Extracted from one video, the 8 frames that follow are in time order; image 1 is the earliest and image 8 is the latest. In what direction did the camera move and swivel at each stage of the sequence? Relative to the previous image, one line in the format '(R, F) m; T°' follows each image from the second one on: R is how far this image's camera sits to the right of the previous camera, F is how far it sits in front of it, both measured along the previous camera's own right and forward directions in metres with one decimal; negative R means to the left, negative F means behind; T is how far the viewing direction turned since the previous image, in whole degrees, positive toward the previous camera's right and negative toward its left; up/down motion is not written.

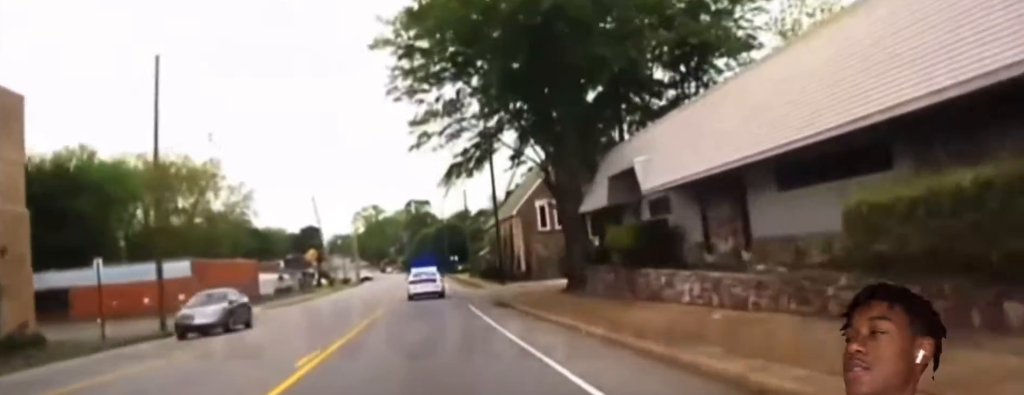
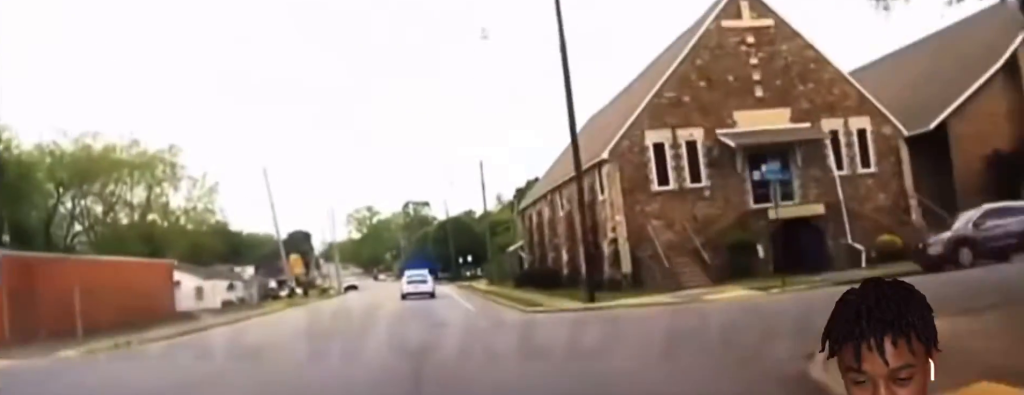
(+0.1, +24.7) m; 0°
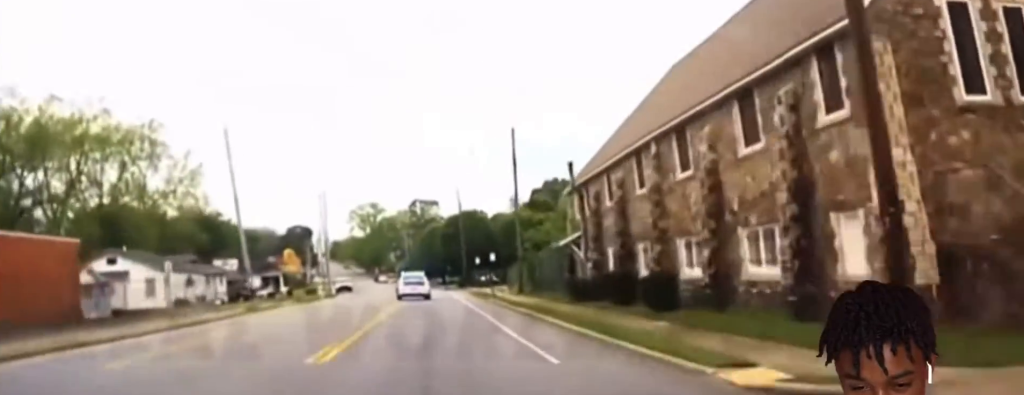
(0.0, +15.8) m; 0°
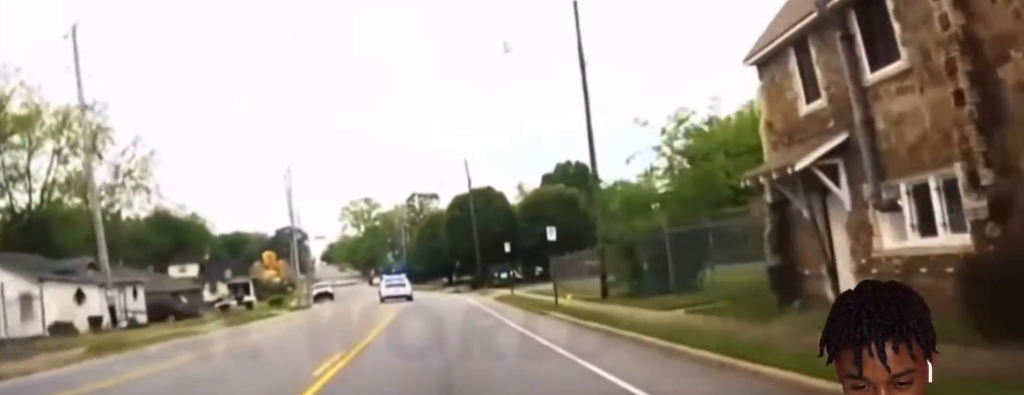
(0.0, +22.0) m; 0°
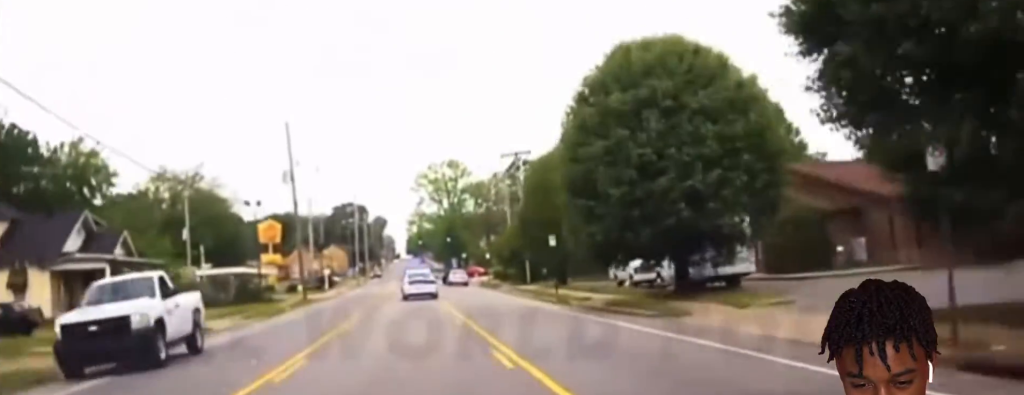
(-2.0, +78.4) m; -4°
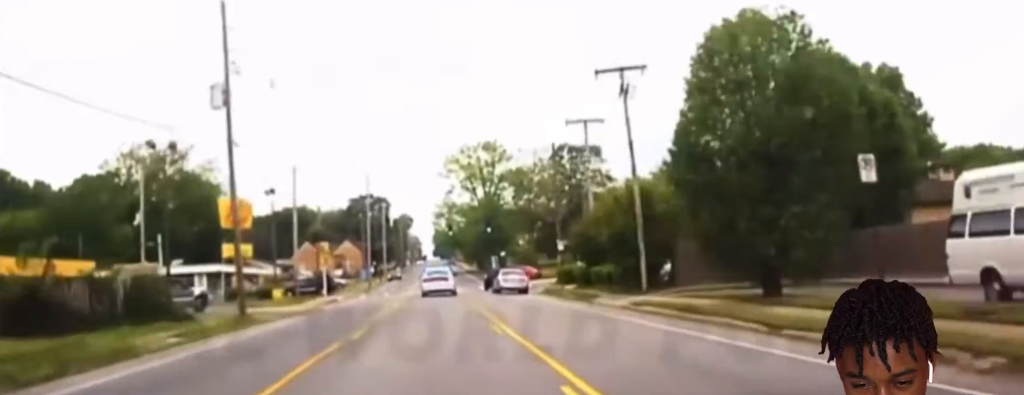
(-1.2, +38.5) m; -3°
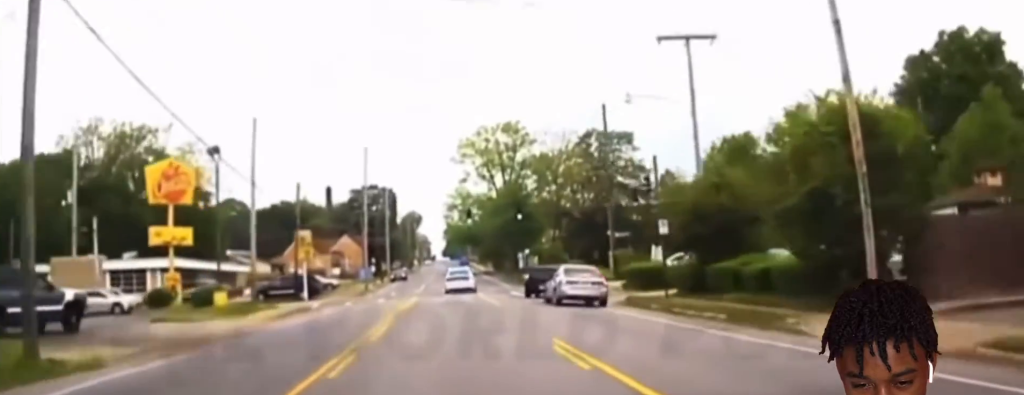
(-0.4, +23.5) m; -1°
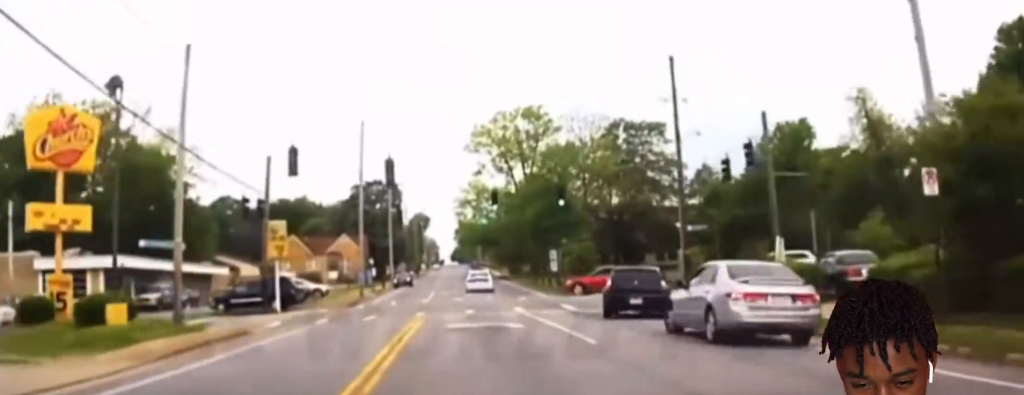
(-0.1, +18.2) m; 0°
